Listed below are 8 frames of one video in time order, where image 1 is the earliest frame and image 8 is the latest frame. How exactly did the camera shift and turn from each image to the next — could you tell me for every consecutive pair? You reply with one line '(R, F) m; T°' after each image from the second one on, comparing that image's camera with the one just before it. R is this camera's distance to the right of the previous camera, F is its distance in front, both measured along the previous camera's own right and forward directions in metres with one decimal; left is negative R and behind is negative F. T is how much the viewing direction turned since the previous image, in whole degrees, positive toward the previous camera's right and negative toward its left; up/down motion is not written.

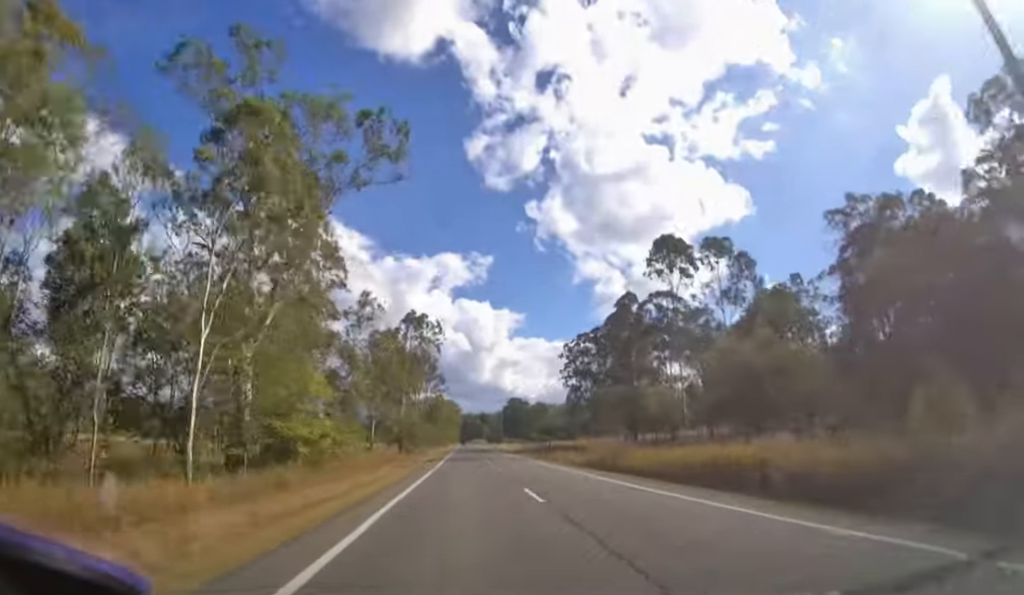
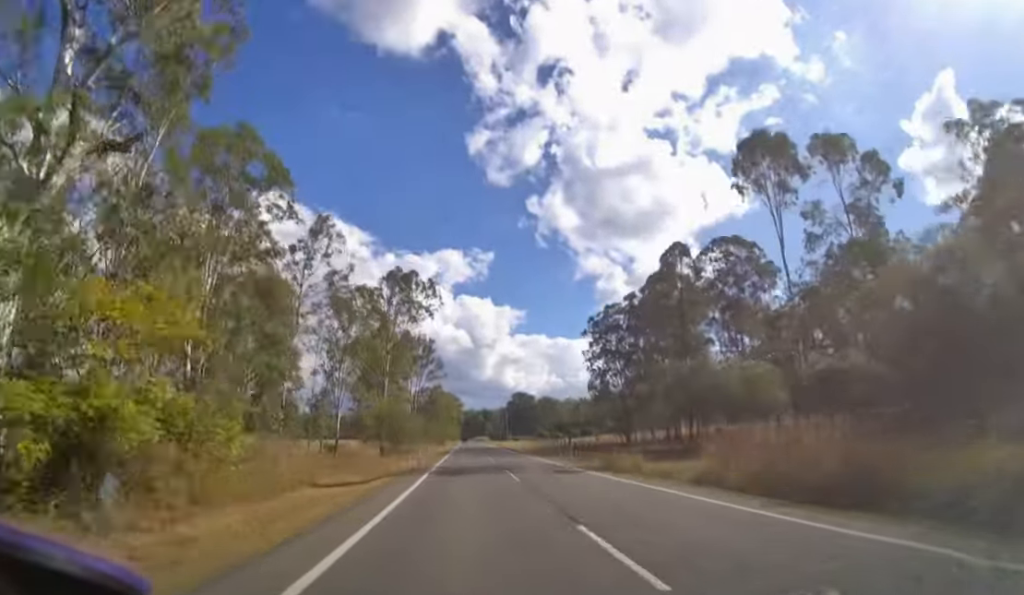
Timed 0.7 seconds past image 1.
(0.0, +14.9) m; 0°
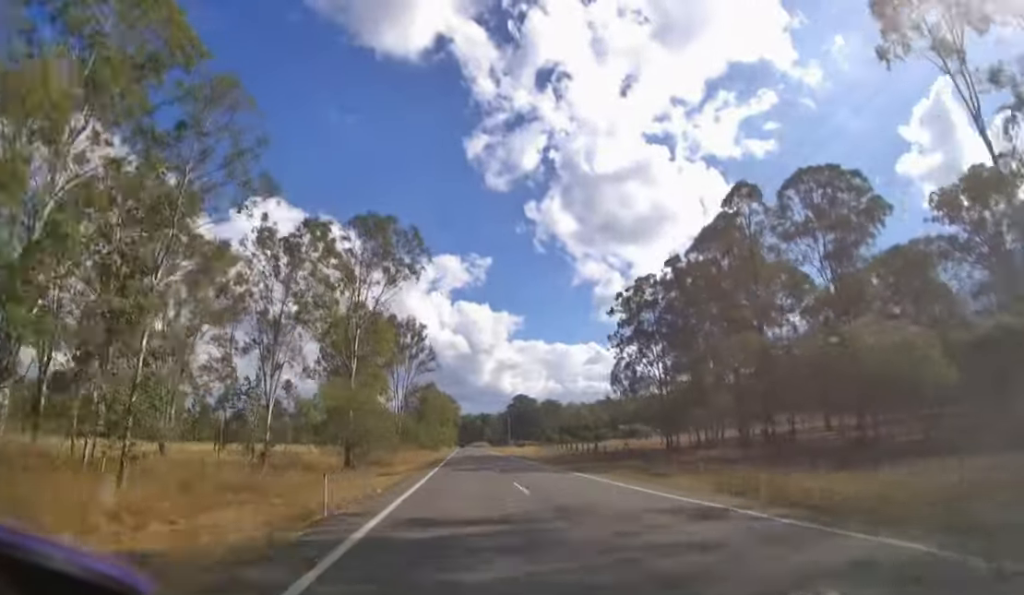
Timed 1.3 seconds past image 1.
(0.0, +14.2) m; 0°
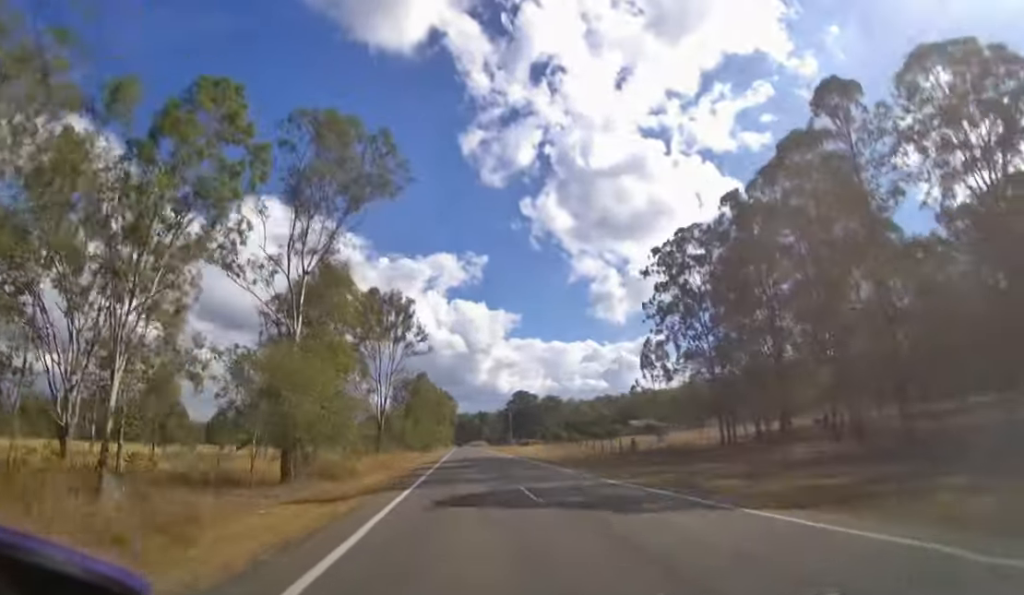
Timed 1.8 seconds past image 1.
(0.0, +13.0) m; 0°
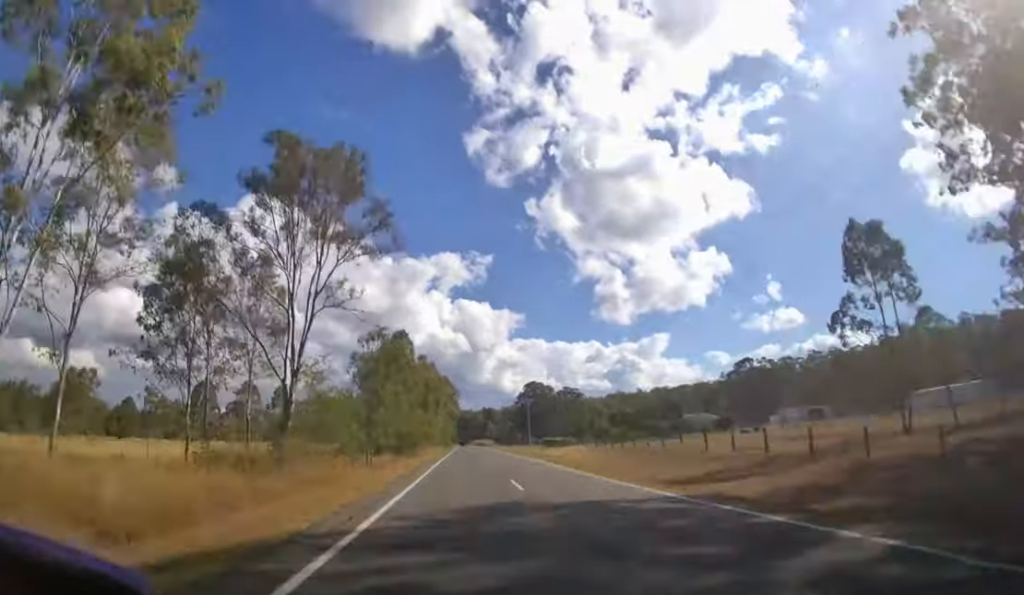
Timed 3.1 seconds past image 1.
(+0.1, +33.1) m; 0°
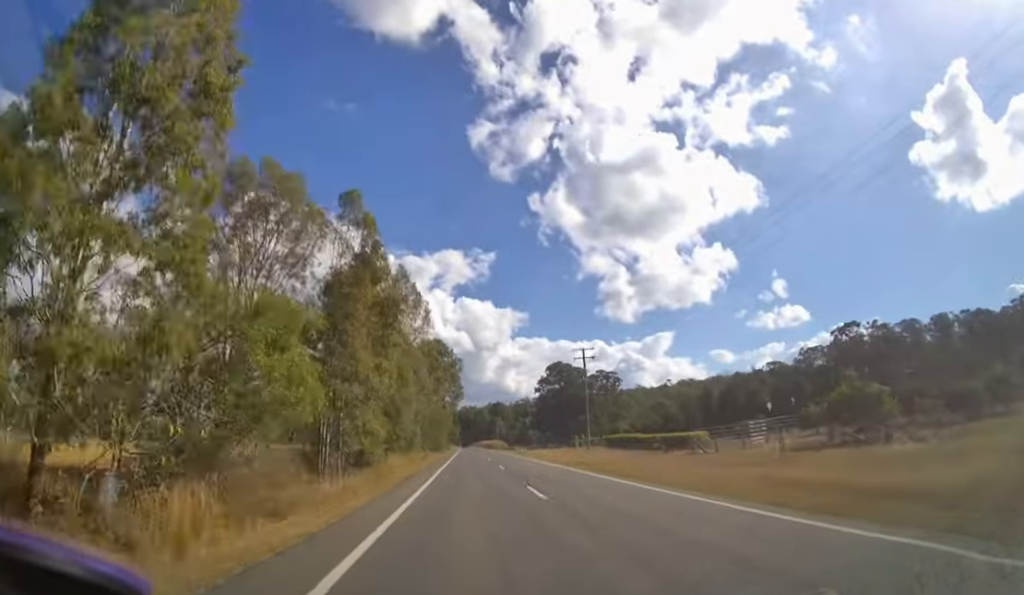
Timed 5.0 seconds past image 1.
(-0.2, +54.9) m; 0°
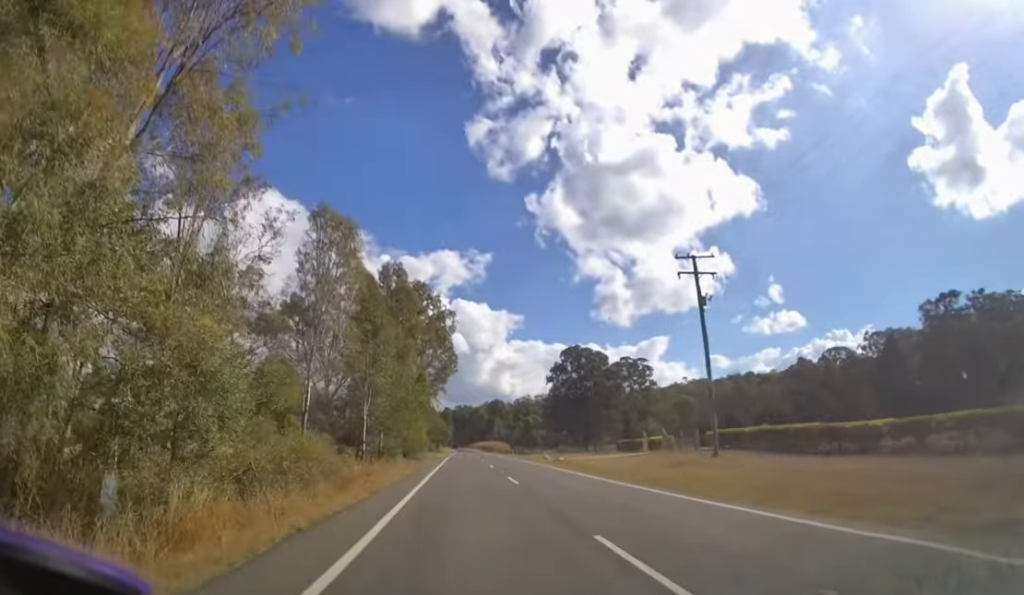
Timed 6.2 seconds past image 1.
(+0.1, +38.0) m; 0°
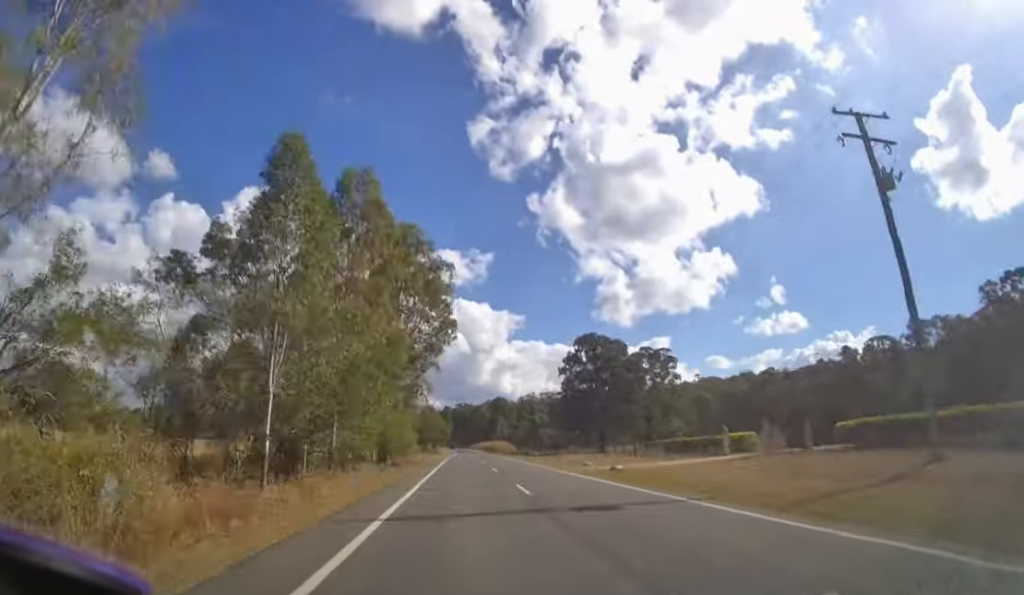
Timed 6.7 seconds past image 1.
(0.0, +16.8) m; 0°
